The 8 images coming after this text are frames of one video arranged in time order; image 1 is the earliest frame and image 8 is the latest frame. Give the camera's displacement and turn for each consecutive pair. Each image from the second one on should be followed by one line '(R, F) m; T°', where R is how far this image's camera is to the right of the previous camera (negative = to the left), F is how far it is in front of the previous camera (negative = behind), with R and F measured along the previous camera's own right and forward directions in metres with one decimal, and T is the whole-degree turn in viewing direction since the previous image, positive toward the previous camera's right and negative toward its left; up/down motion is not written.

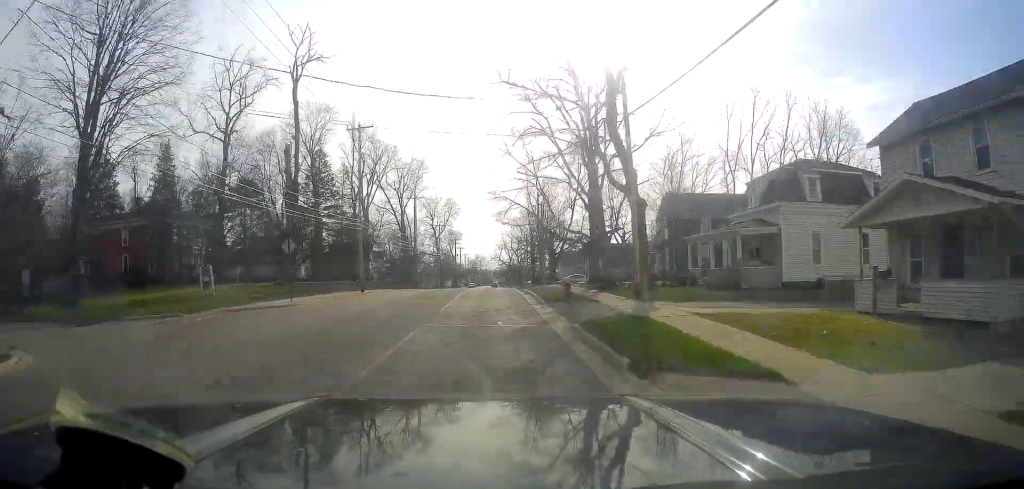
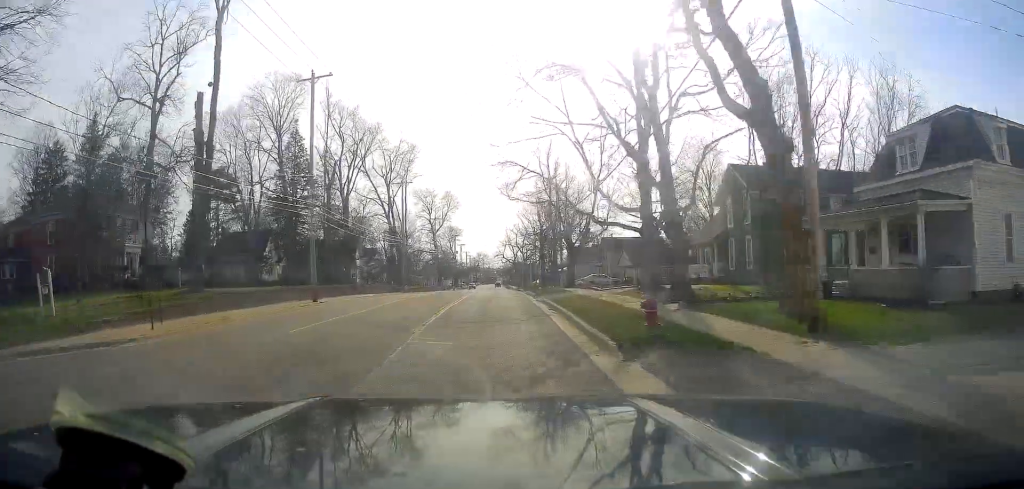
(-0.1, +13.9) m; 0°
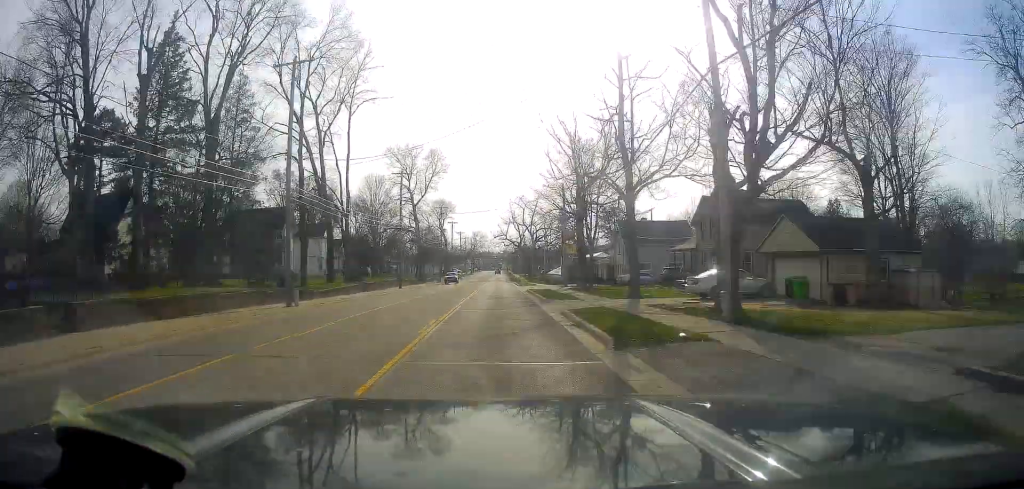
(-0.1, +37.5) m; -1°
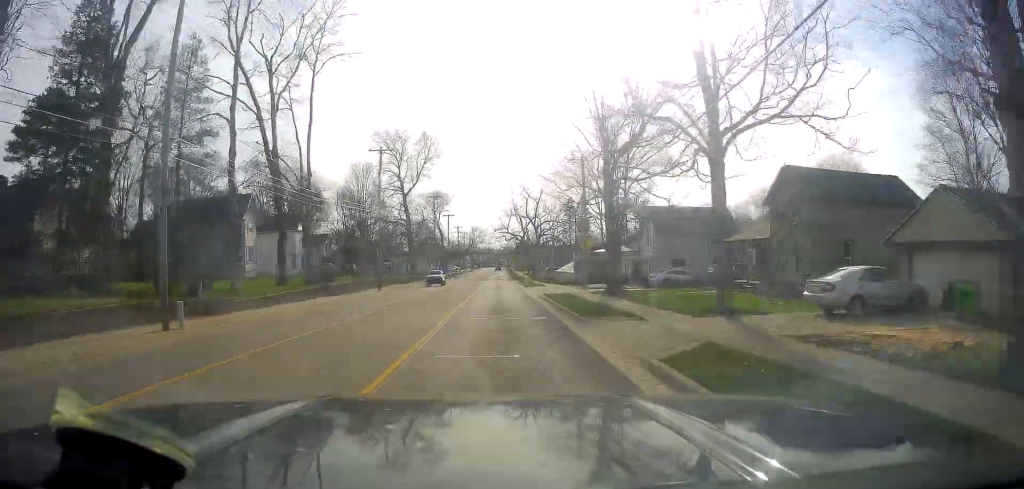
(-0.1, +11.6) m; 0°
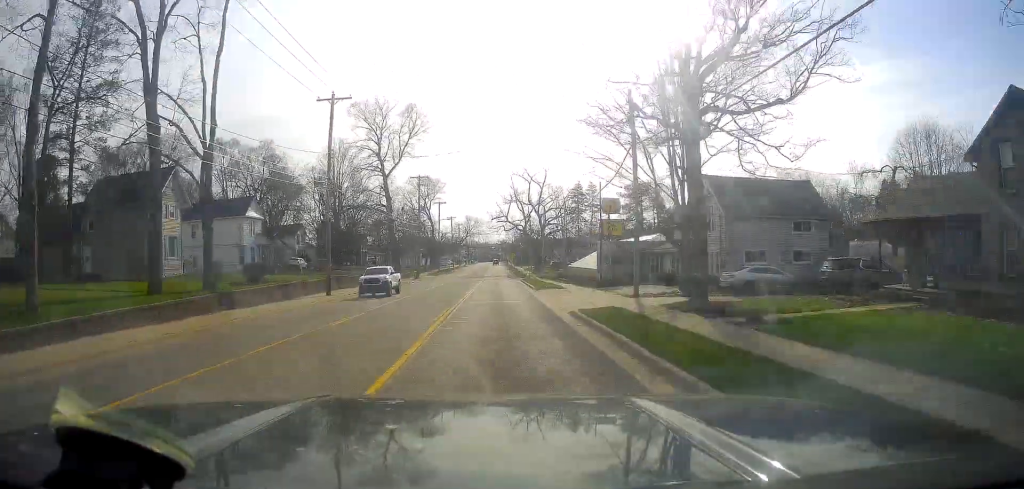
(0.0, +15.3) m; +2°
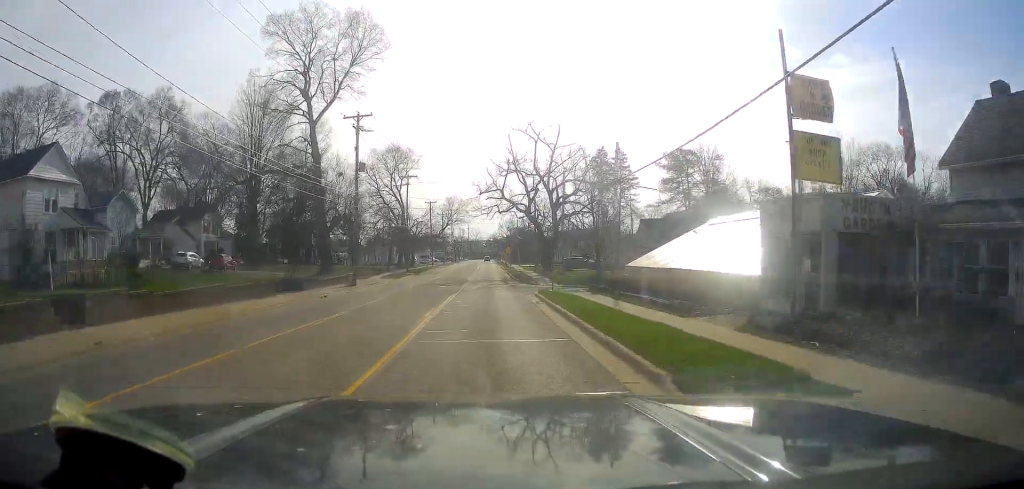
(+0.8, +31.0) m; +1°
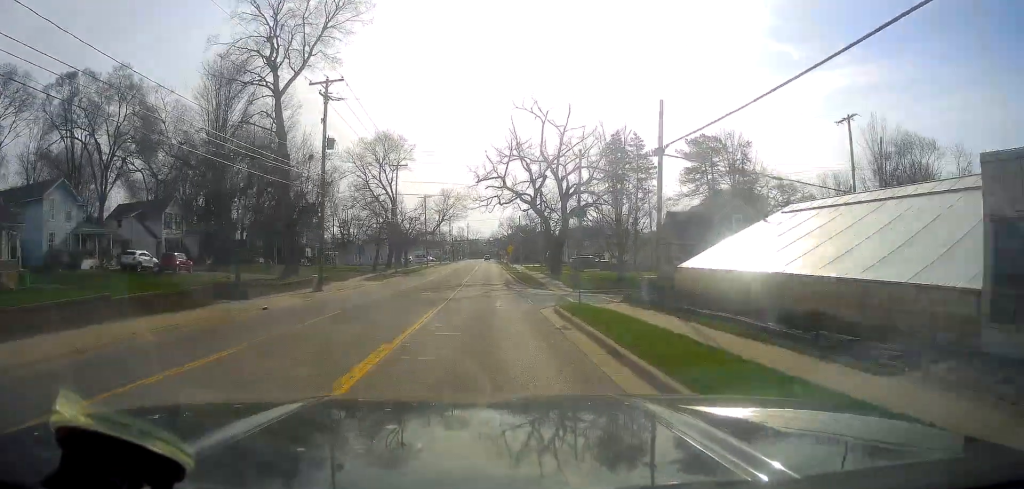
(0.0, +9.3) m; 0°
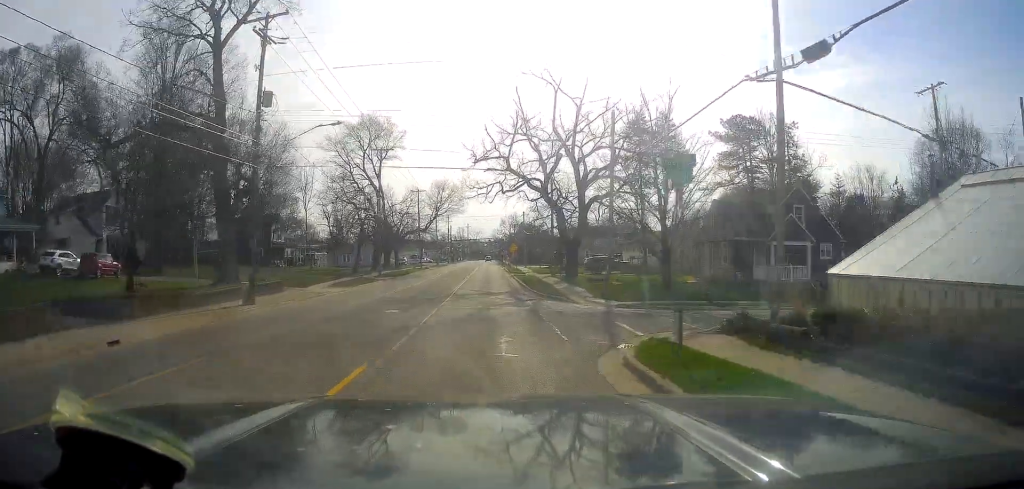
(+0.1, +11.1) m; -1°
